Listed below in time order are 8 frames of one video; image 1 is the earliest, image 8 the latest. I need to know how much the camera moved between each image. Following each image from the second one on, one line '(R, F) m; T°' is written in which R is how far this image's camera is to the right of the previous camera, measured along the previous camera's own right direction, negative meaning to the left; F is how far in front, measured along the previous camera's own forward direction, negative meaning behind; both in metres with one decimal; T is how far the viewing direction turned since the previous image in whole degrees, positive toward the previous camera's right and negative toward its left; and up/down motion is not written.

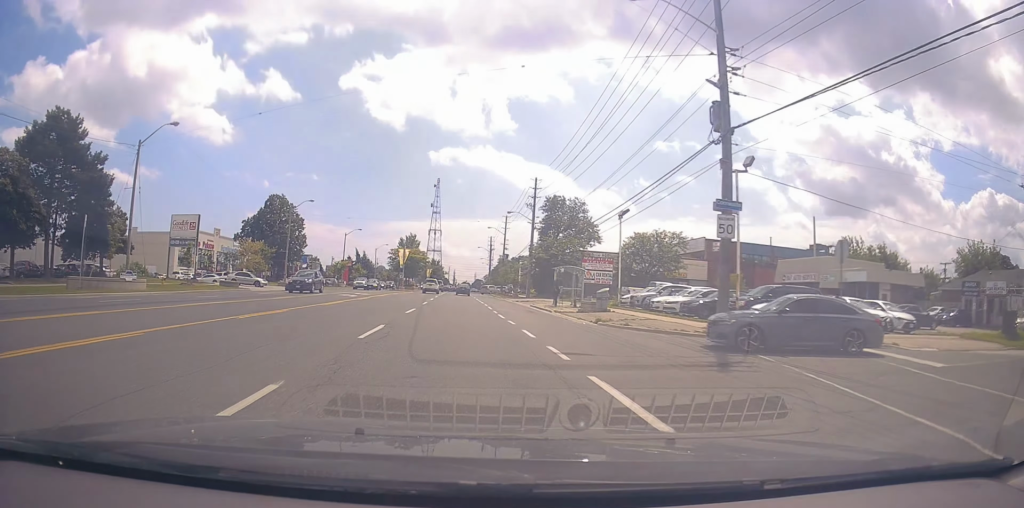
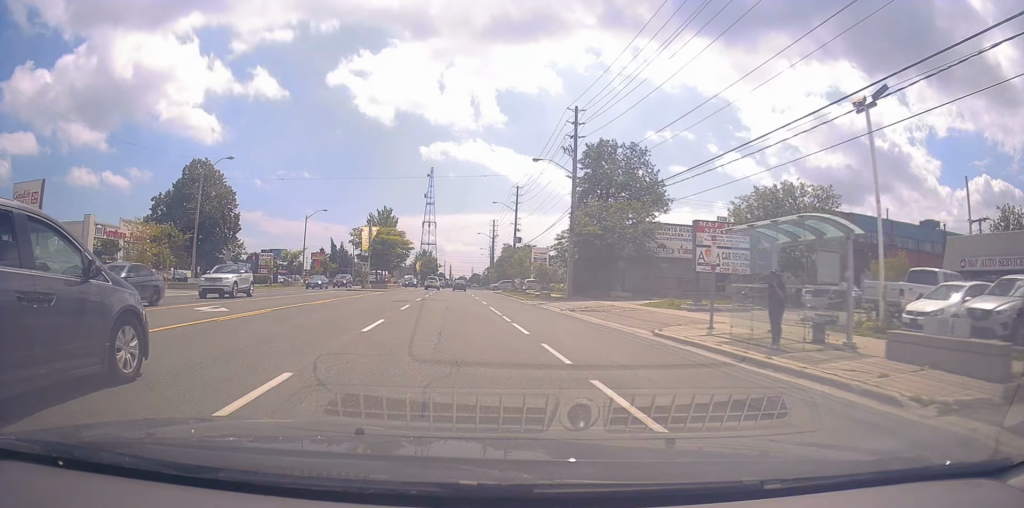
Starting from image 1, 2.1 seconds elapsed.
(-0.1, +27.3) m; +2°
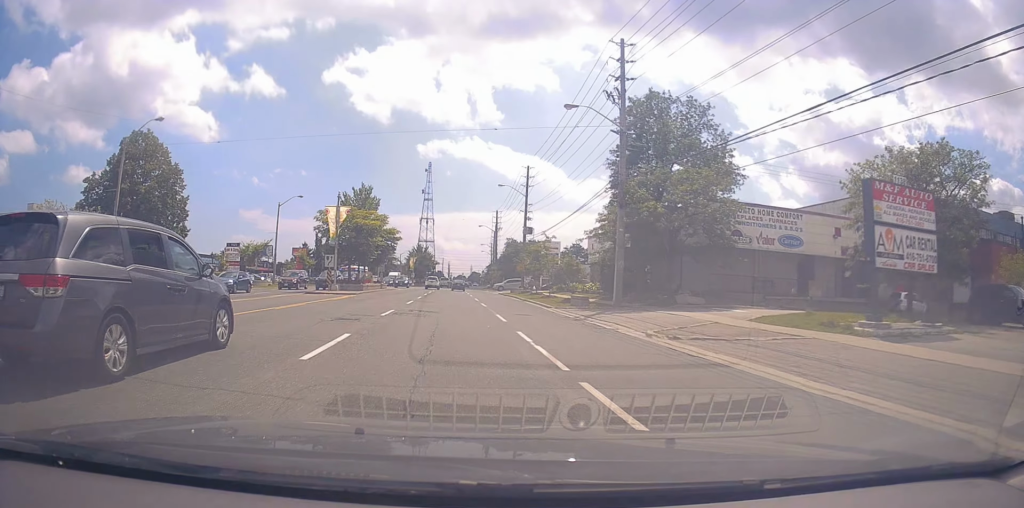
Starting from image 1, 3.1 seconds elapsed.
(+0.1, +13.4) m; -2°
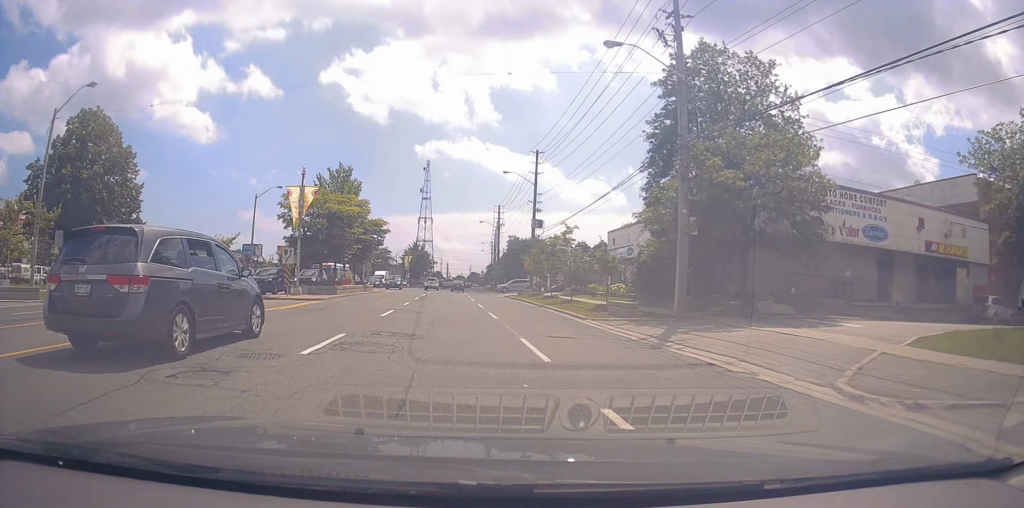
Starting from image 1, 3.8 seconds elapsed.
(-0.3, +8.5) m; +1°
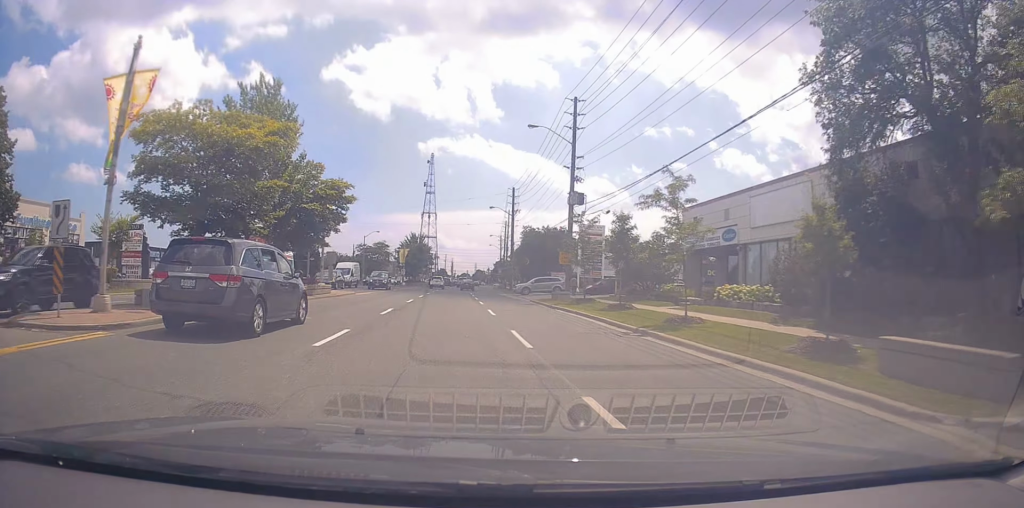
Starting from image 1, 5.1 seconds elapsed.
(+0.5, +16.5) m; 0°
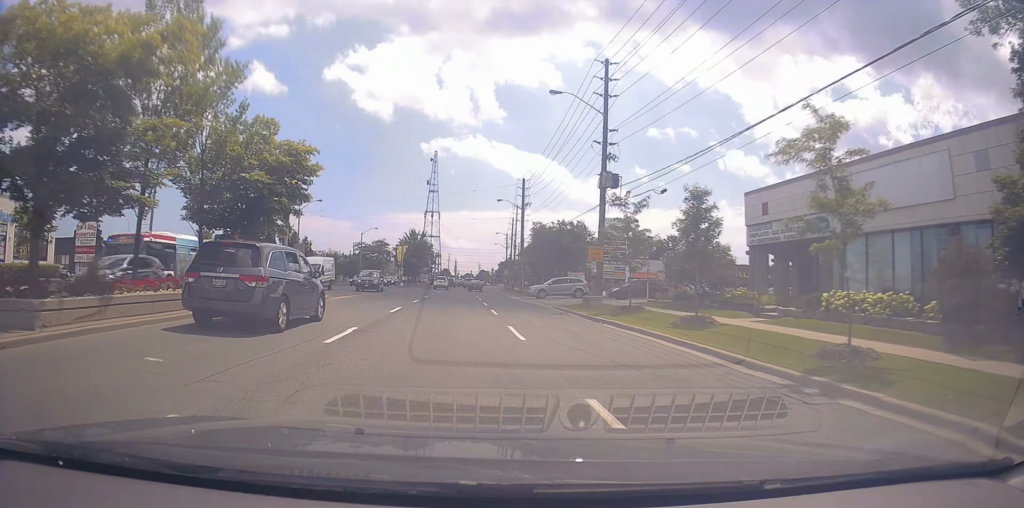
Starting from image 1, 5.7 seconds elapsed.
(-0.4, +7.8) m; -2°
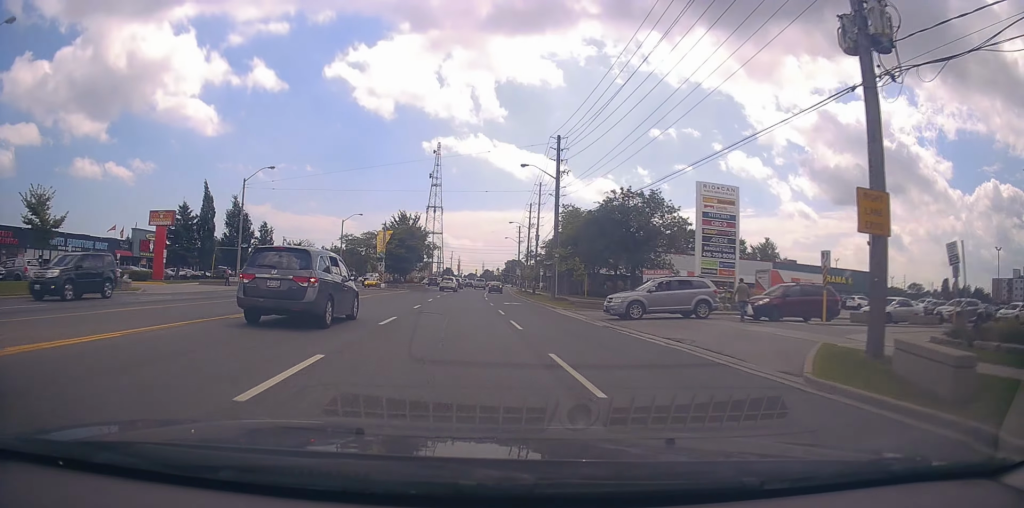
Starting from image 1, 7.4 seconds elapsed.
(-0.3, +22.4) m; +1°
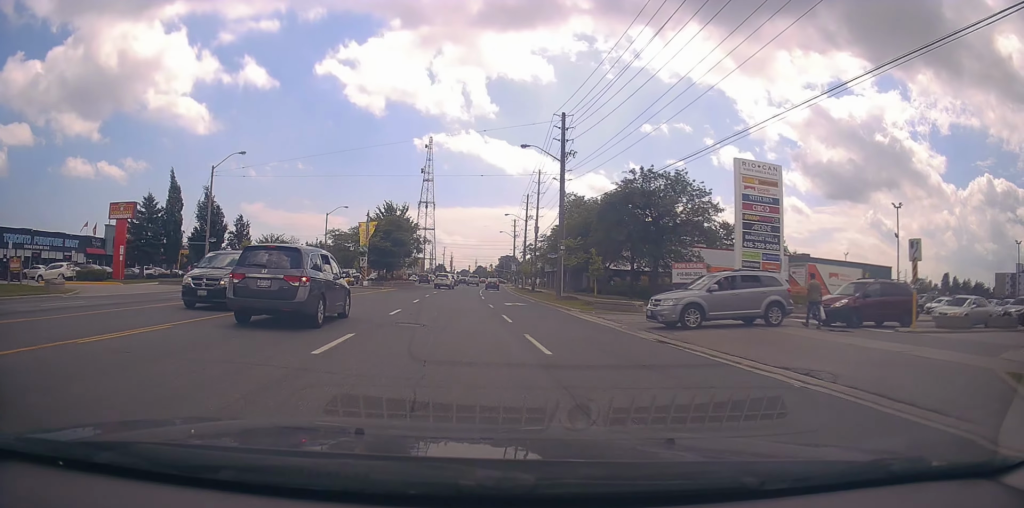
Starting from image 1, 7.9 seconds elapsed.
(+0.3, +6.2) m; 0°
